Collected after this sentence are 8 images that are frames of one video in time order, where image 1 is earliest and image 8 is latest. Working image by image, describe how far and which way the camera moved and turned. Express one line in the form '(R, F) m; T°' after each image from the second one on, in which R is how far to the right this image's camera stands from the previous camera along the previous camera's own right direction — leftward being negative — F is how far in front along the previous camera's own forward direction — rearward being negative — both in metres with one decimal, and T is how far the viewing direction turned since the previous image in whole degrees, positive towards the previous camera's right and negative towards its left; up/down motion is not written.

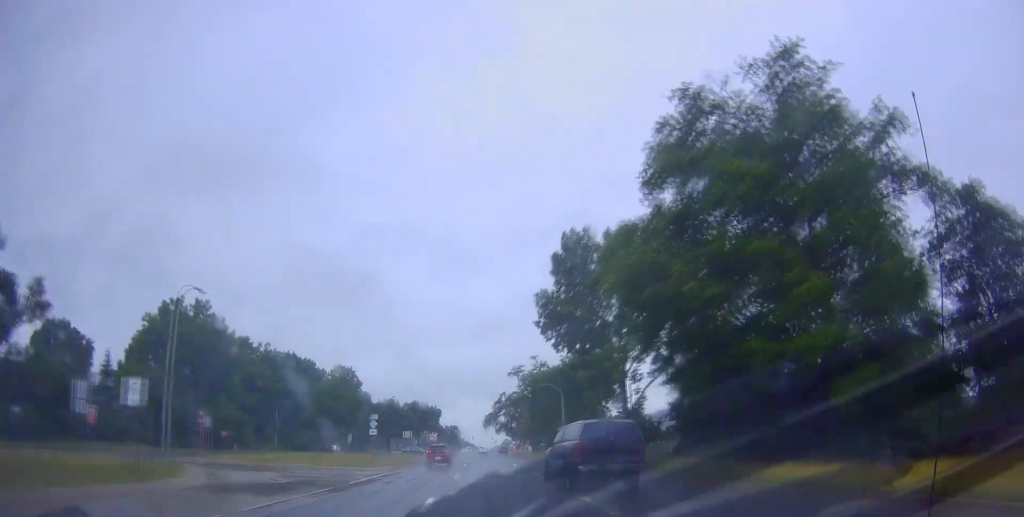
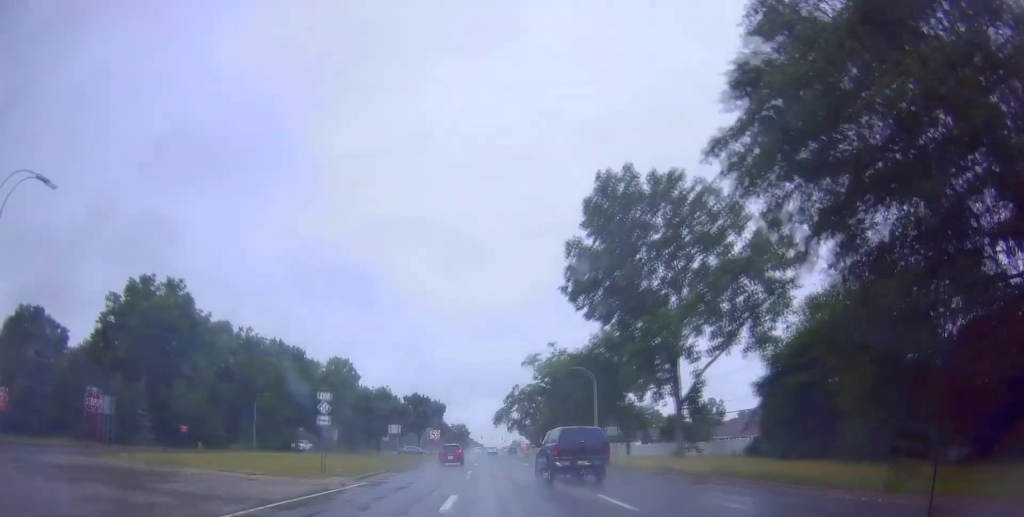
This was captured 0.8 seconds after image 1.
(-0.2, +14.3) m; -1°
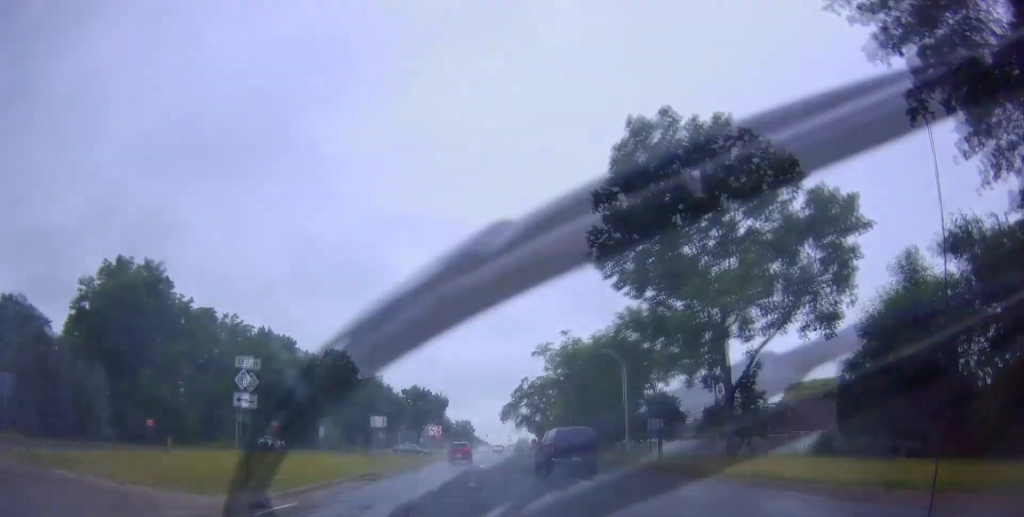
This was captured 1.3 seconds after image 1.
(-0.1, +9.0) m; -1°
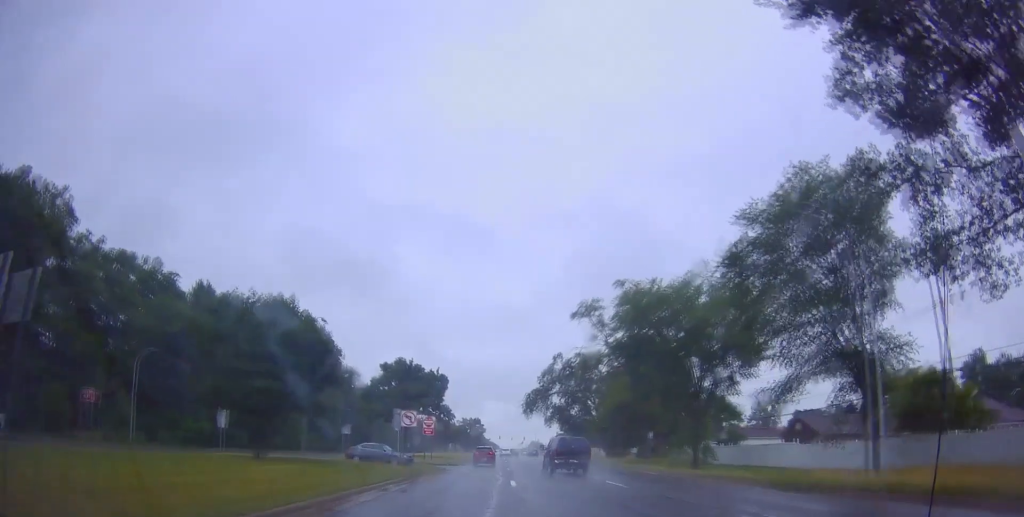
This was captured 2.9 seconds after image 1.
(-0.1, +29.7) m; 0°
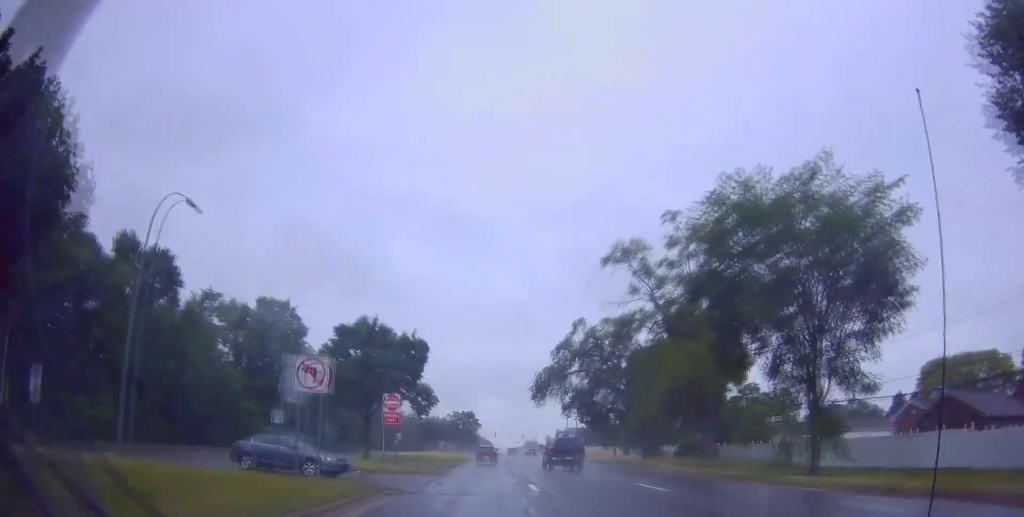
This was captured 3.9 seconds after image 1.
(0.0, +19.2) m; 0°
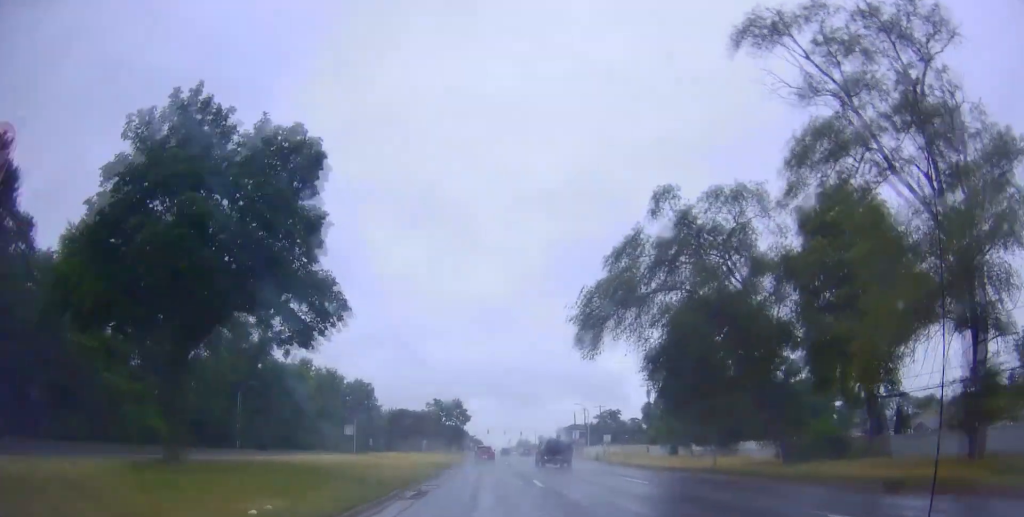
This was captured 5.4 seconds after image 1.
(0.0, +28.9) m; 0°
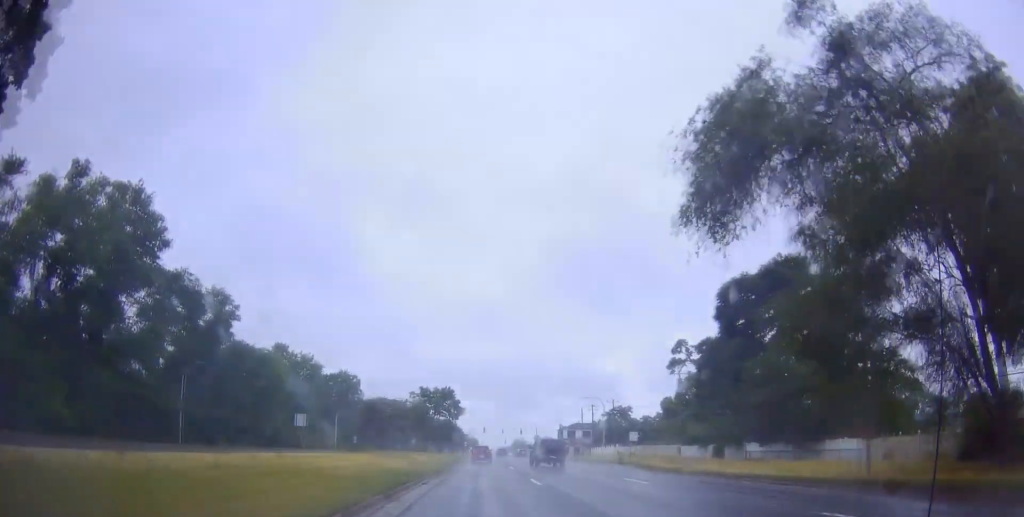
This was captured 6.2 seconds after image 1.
(0.0, +15.5) m; +1°
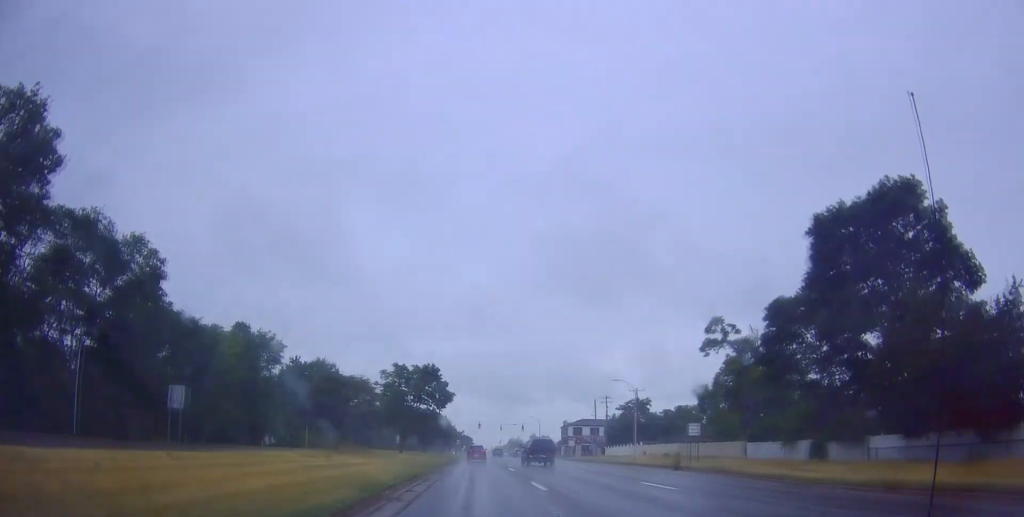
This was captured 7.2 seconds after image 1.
(+0.4, +19.4) m; 0°
